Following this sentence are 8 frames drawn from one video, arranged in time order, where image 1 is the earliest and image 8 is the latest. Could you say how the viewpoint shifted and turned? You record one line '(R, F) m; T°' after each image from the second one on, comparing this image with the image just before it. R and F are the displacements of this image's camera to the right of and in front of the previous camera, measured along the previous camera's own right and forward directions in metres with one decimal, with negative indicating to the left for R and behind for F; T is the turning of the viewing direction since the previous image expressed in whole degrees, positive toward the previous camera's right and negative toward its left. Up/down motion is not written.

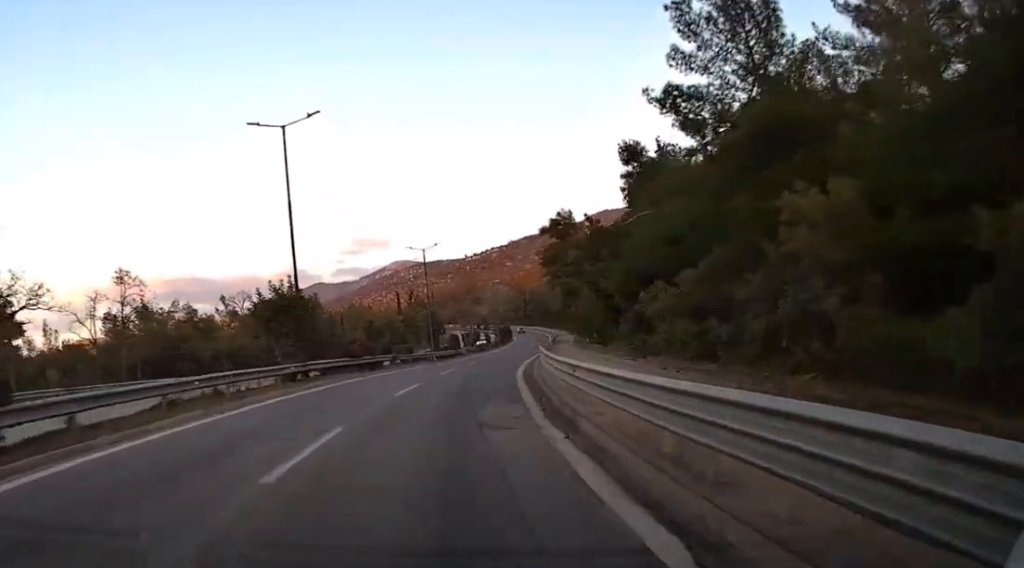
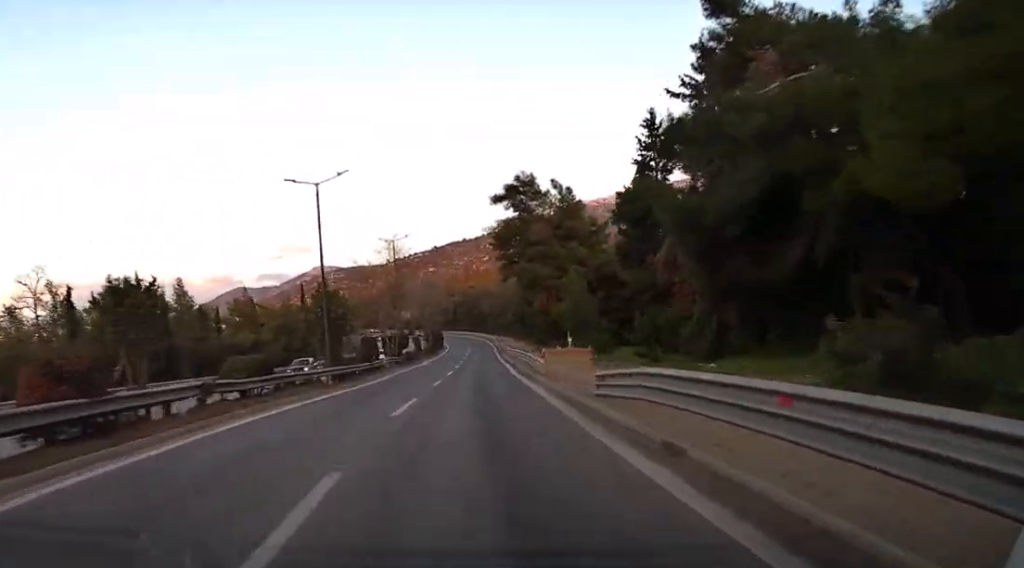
(+1.7, +27.0) m; +7°
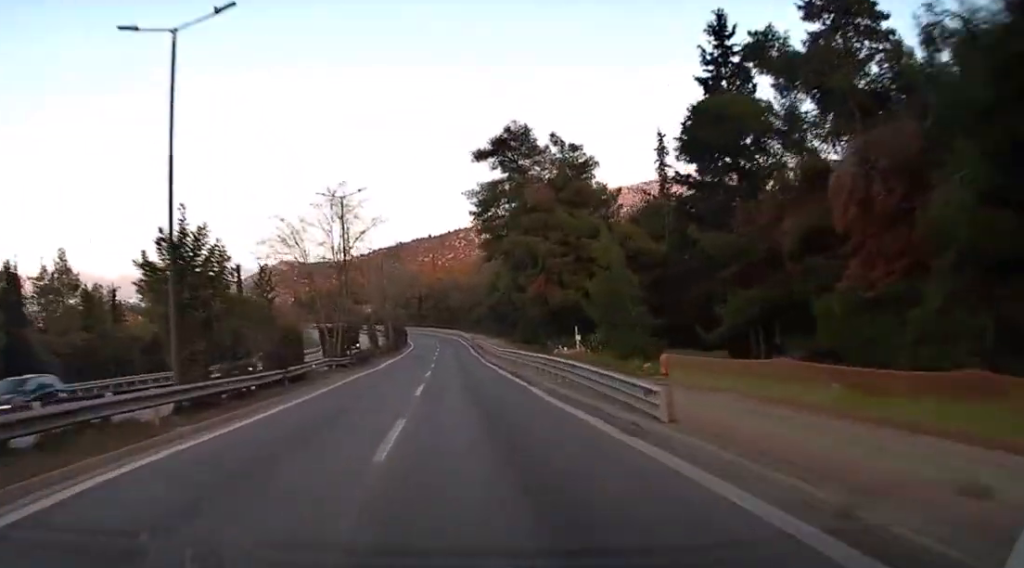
(+0.6, +17.0) m; +3°
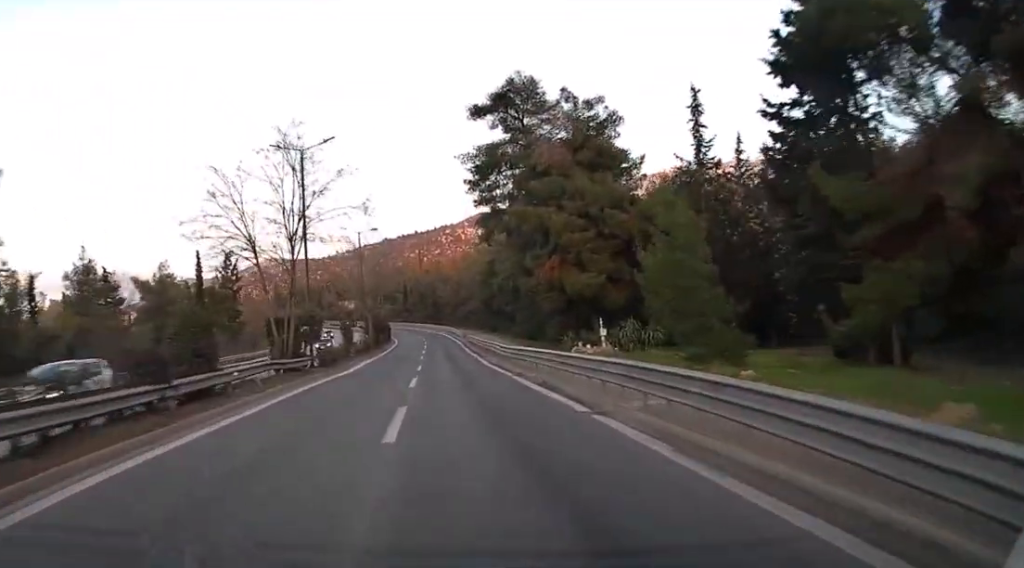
(+0.1, +10.9) m; +2°
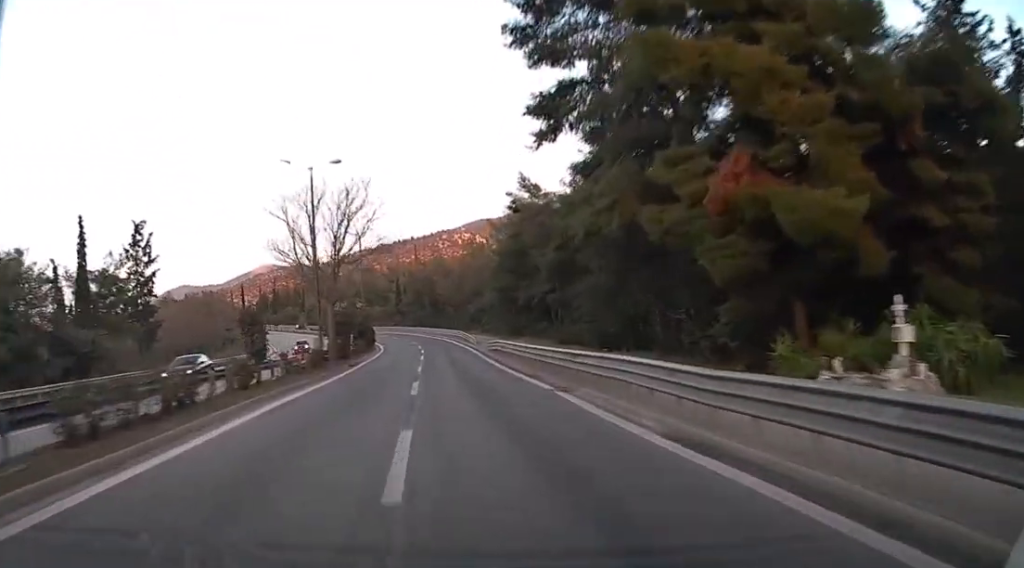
(+0.8, +26.4) m; +2°
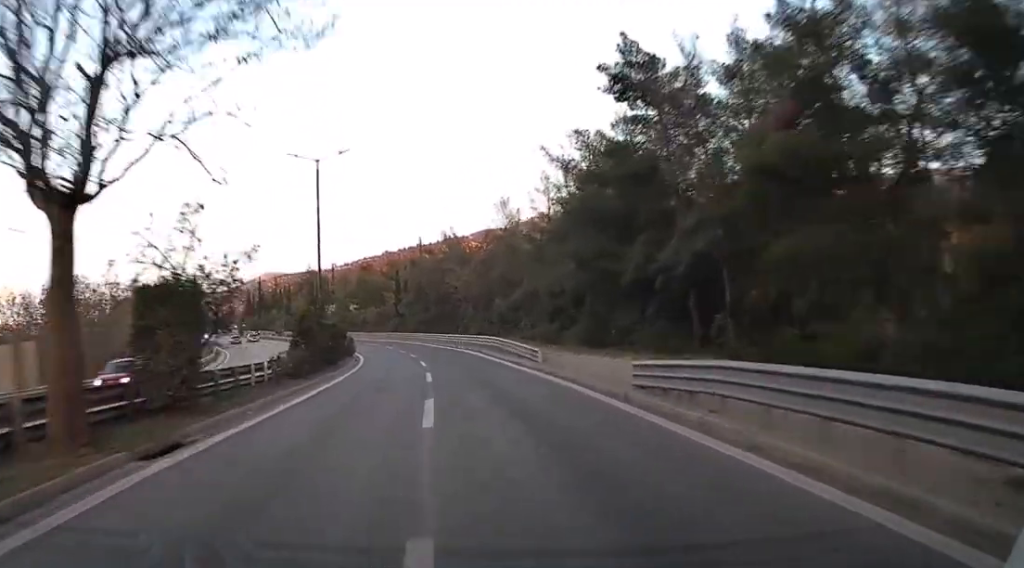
(+0.1, +30.6) m; 0°
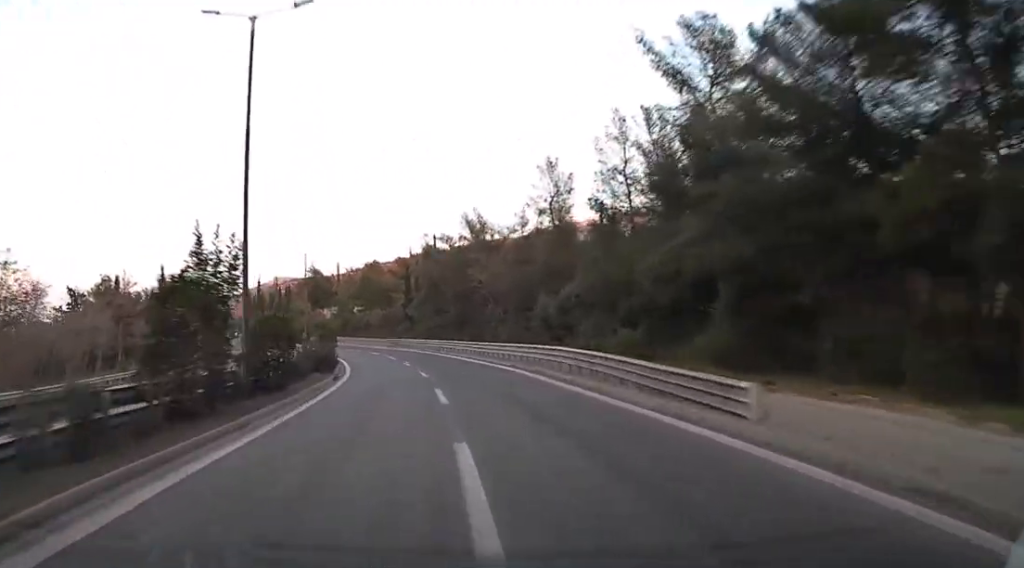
(0.0, +18.4) m; 0°
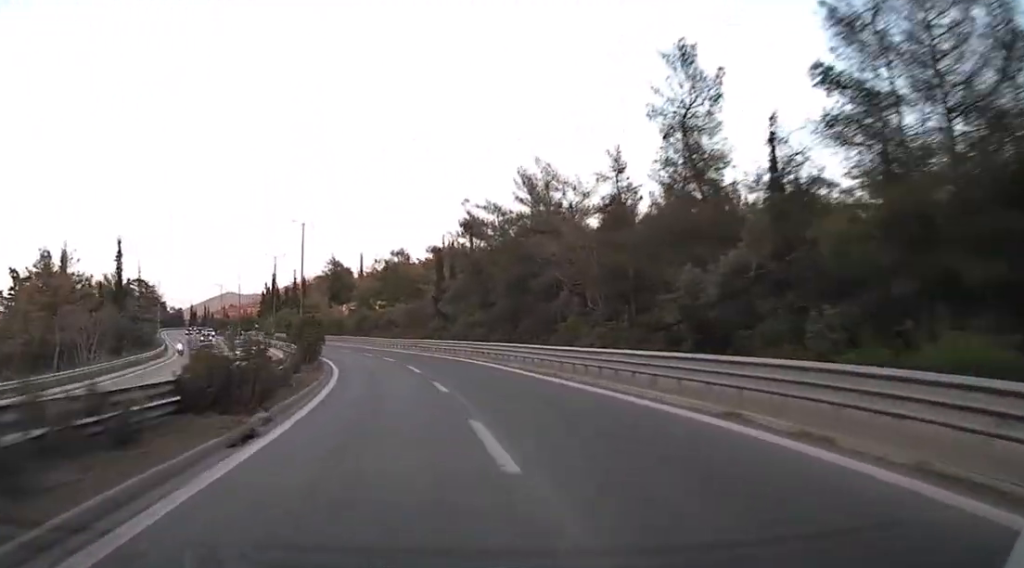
(-0.1, +21.0) m; -1°
